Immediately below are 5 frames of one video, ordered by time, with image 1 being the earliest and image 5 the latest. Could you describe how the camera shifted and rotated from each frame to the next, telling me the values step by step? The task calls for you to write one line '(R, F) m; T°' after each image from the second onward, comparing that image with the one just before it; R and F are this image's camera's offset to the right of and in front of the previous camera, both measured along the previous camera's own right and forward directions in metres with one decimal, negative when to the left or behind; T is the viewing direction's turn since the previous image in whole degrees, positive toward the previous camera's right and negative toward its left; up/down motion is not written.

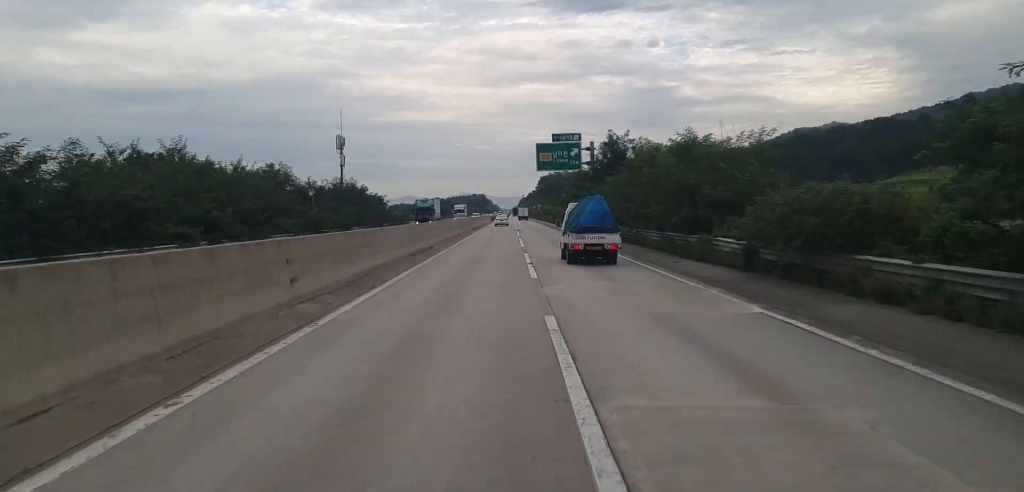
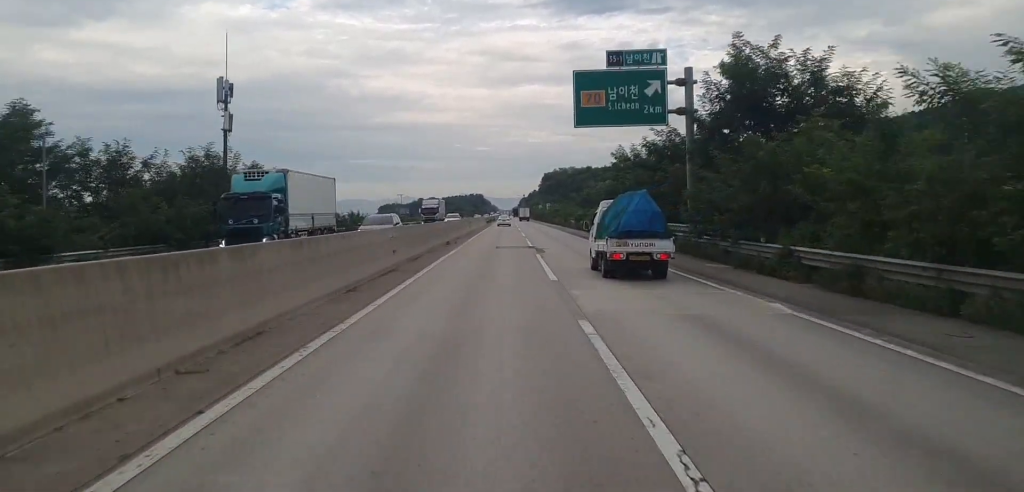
(0.0, +39.4) m; 0°
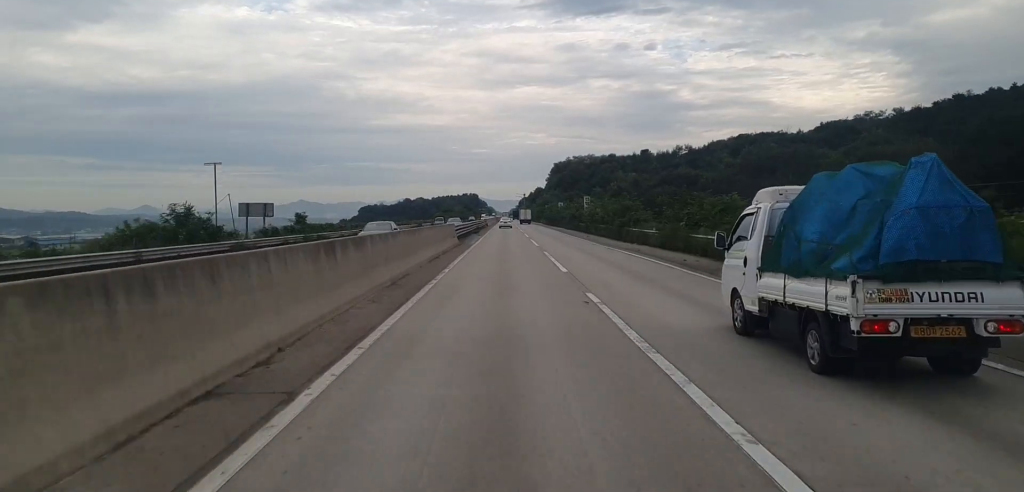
(+0.3, +72.5) m; 0°
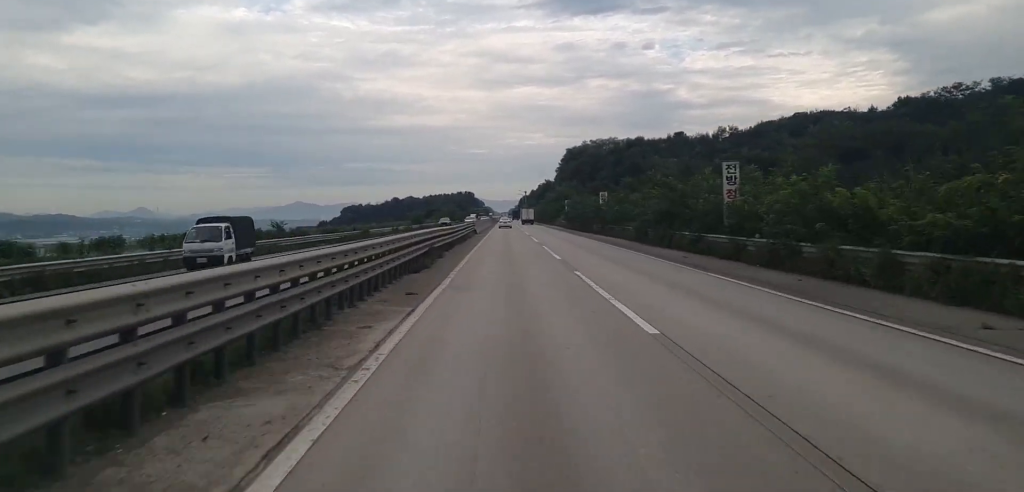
(-0.3, +46.5) m; 0°
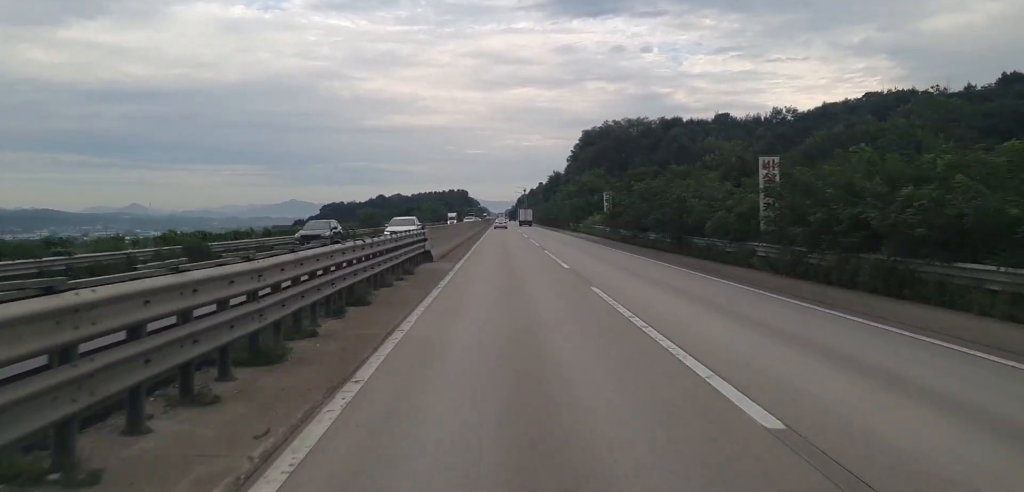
(+0.3, +38.1) m; +1°
